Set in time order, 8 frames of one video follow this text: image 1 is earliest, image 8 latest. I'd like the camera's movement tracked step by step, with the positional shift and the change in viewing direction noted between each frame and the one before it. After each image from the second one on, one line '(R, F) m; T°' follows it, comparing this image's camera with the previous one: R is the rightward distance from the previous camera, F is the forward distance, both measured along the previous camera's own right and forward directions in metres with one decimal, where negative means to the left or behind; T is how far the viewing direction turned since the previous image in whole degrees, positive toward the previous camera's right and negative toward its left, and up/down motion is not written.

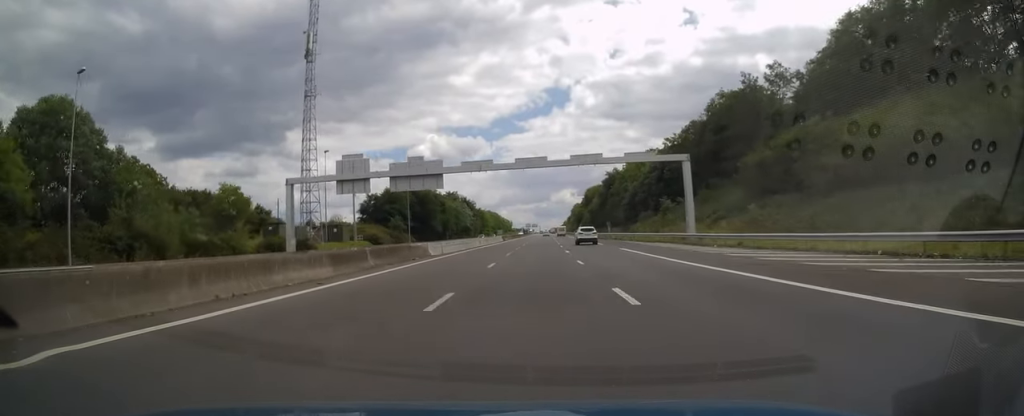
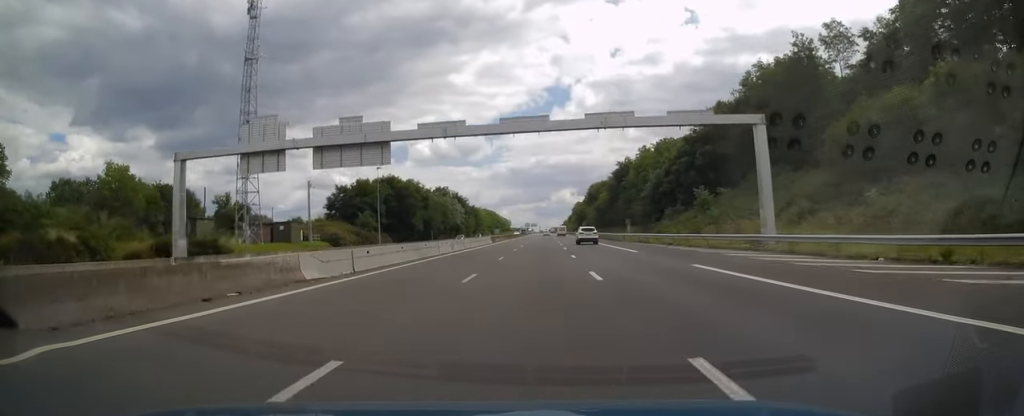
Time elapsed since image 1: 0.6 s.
(0.0, +20.0) m; 0°
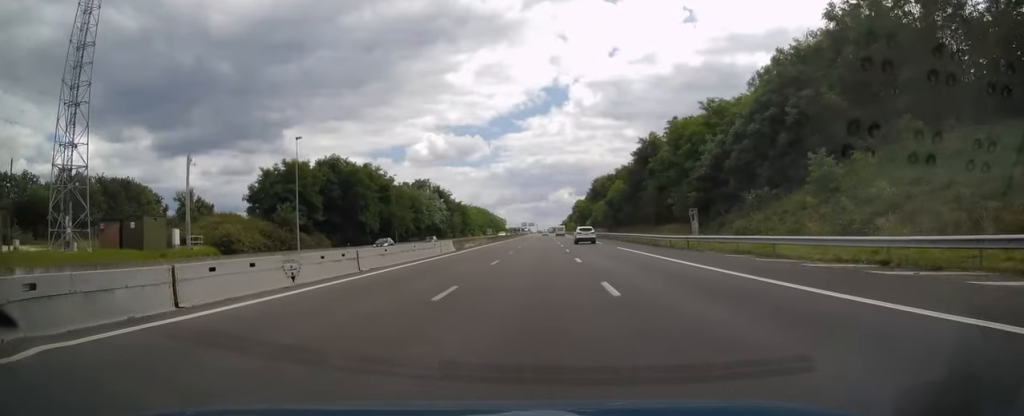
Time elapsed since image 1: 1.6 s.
(+0.1, +29.8) m; 0°
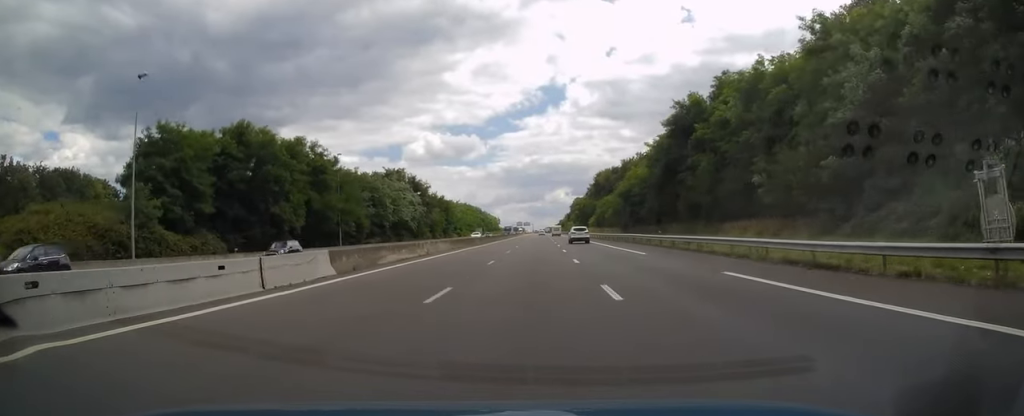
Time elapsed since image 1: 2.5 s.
(0.0, +26.2) m; 0°
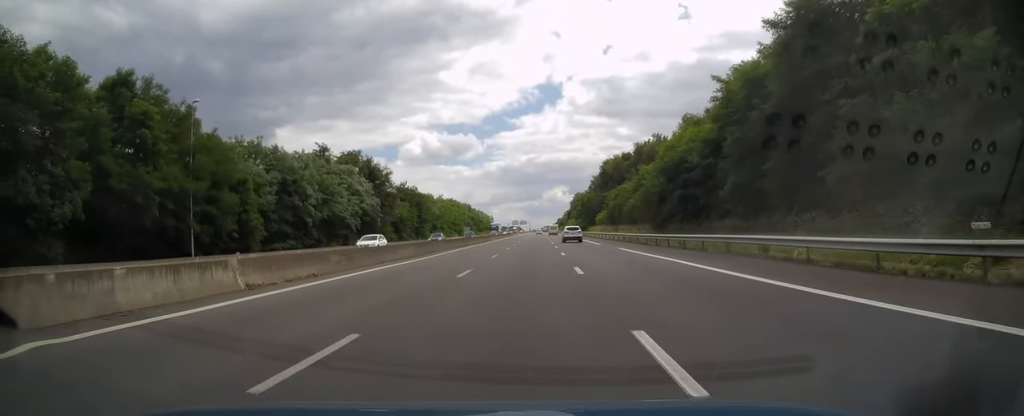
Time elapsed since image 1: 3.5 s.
(+0.1, +32.4) m; 0°
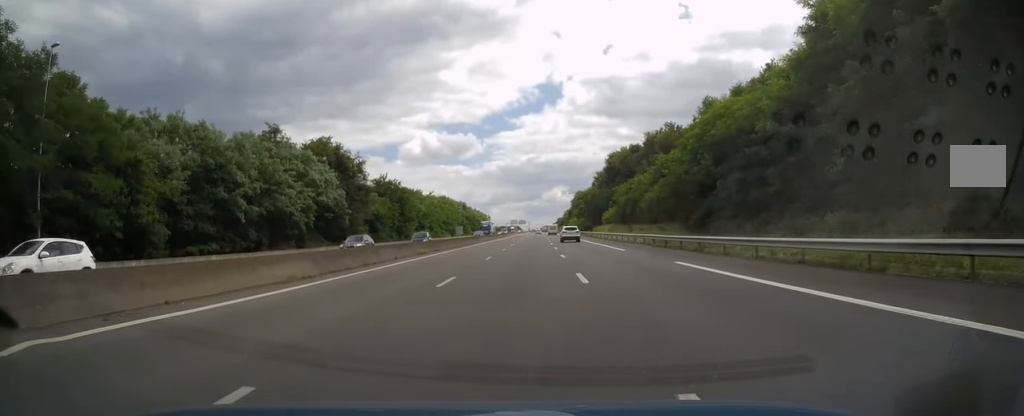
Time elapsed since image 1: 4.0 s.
(+0.1, +15.9) m; 0°
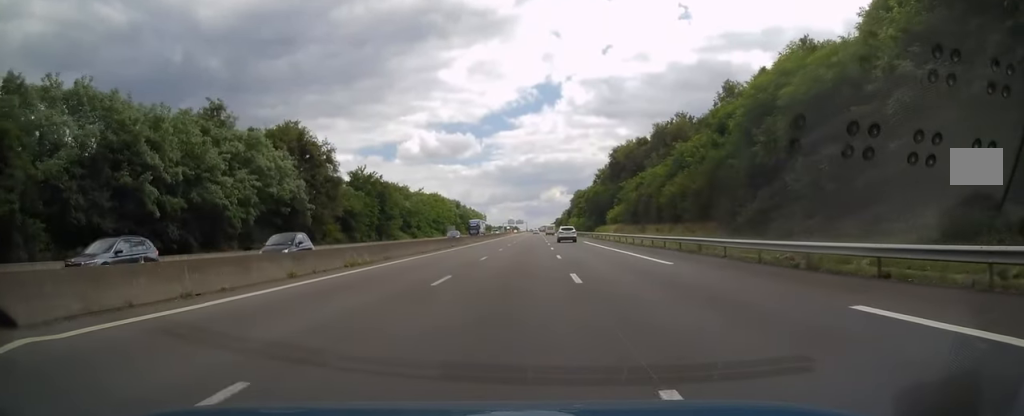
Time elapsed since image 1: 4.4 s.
(0.0, +12.8) m; 0°
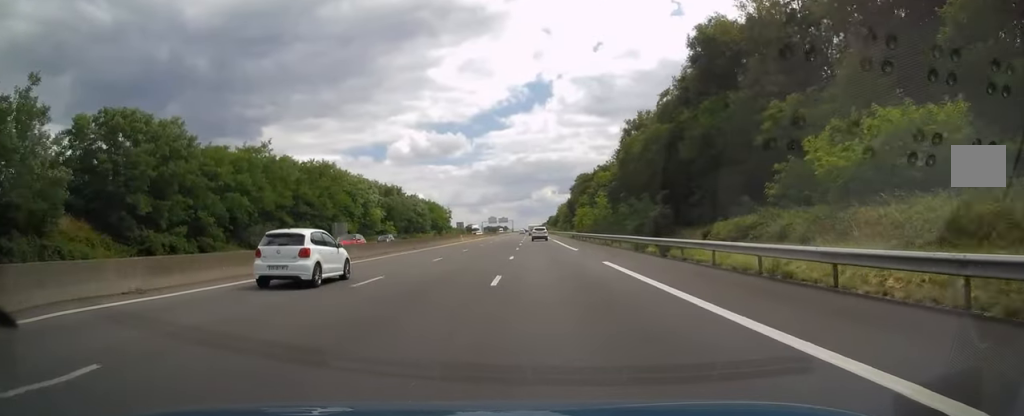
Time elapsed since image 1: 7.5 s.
(+0.6, +91.3) m; +1°
